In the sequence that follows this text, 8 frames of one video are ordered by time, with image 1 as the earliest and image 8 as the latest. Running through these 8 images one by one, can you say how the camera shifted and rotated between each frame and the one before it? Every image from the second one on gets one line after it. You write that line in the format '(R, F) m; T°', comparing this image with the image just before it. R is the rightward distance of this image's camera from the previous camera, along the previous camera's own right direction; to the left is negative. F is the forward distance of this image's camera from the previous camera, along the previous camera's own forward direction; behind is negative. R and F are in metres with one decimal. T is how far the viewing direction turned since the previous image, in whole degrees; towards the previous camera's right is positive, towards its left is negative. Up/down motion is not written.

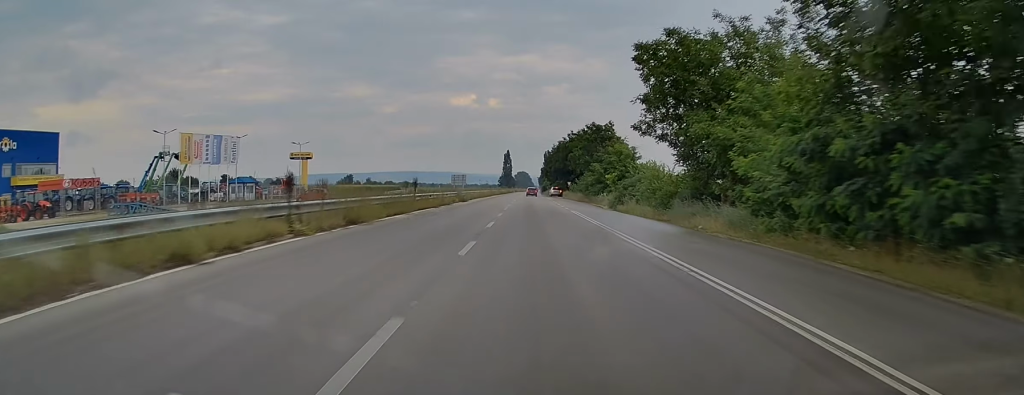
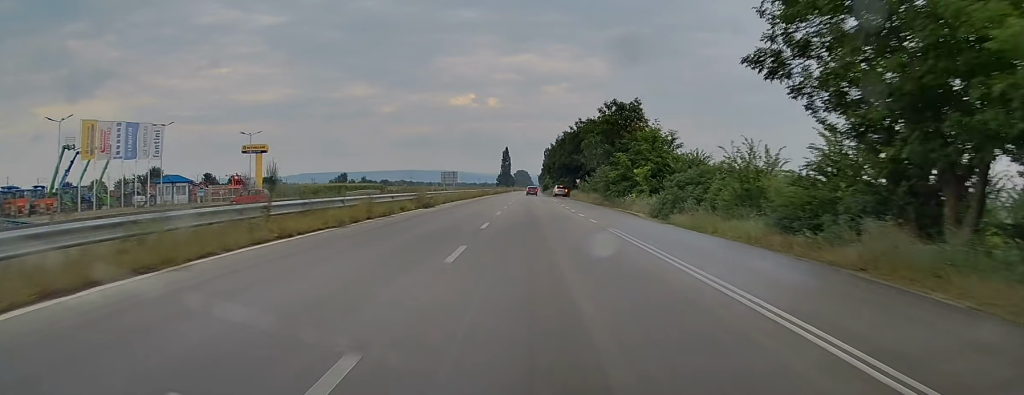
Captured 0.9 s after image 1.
(0.0, +19.4) m; 0°
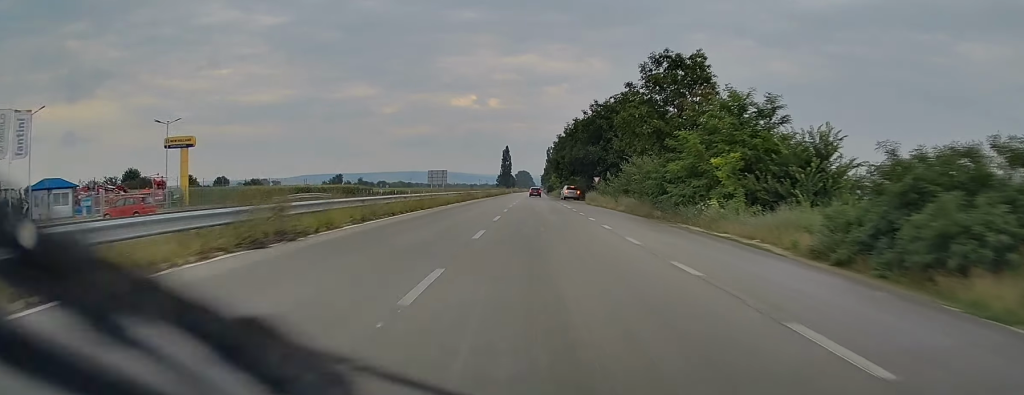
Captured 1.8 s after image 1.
(0.0, +21.8) m; 0°
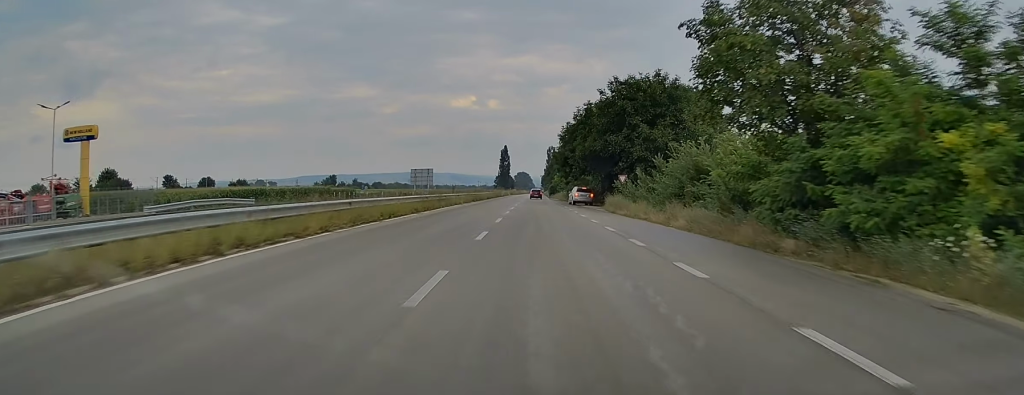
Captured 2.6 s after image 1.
(0.0, +18.1) m; 0°
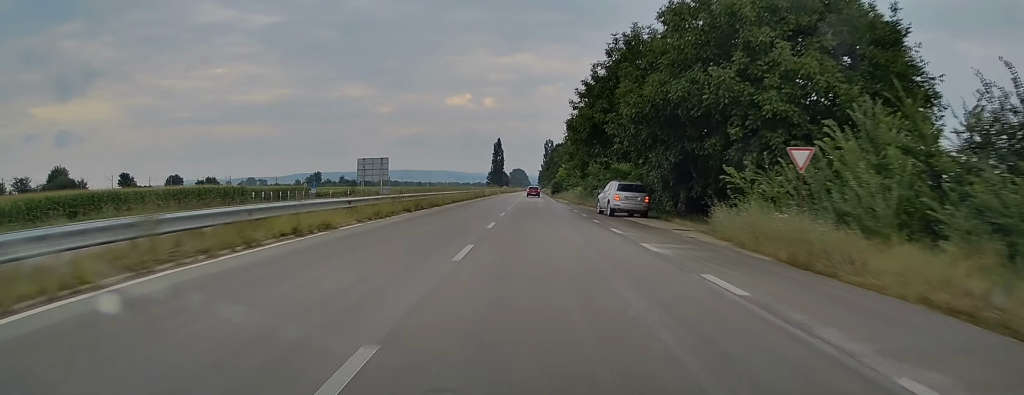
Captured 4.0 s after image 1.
(+0.1, +31.7) m; 0°
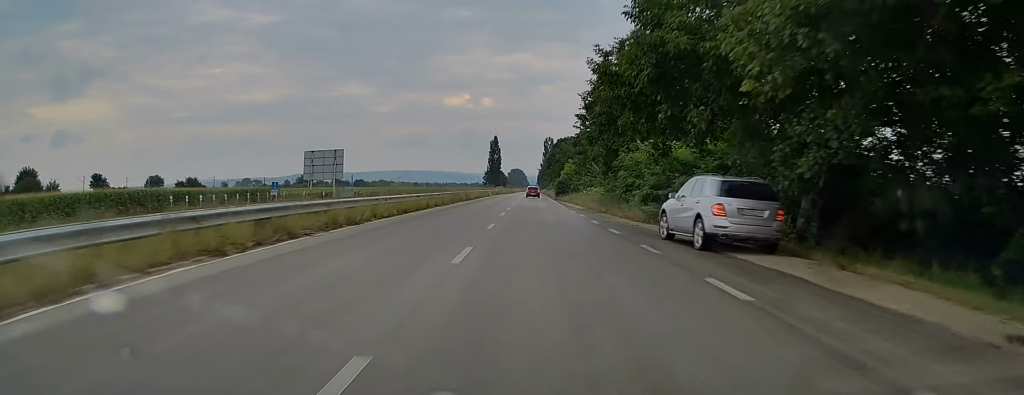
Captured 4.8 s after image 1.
(0.0, +18.2) m; 0°
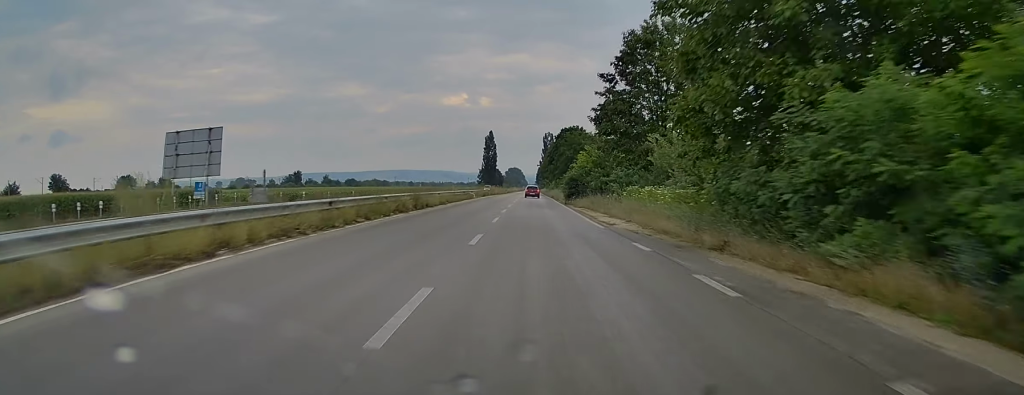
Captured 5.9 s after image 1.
(0.0, +23.6) m; +1°
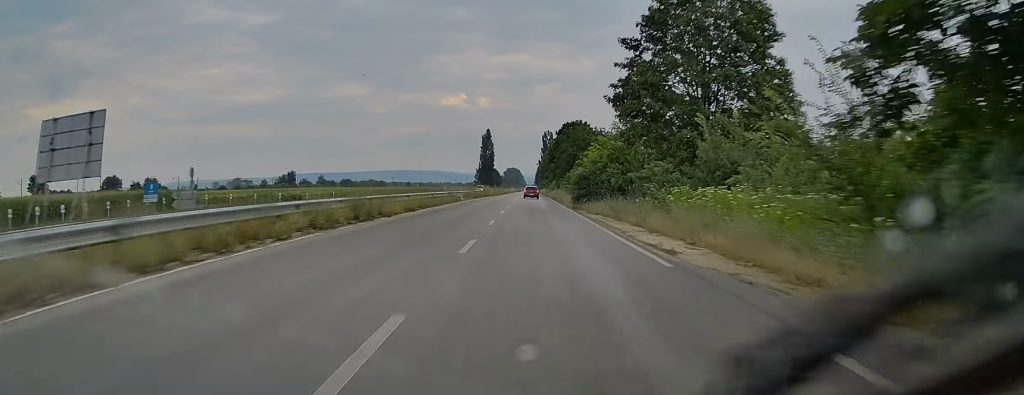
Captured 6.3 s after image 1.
(+0.2, +10.7) m; 0°
